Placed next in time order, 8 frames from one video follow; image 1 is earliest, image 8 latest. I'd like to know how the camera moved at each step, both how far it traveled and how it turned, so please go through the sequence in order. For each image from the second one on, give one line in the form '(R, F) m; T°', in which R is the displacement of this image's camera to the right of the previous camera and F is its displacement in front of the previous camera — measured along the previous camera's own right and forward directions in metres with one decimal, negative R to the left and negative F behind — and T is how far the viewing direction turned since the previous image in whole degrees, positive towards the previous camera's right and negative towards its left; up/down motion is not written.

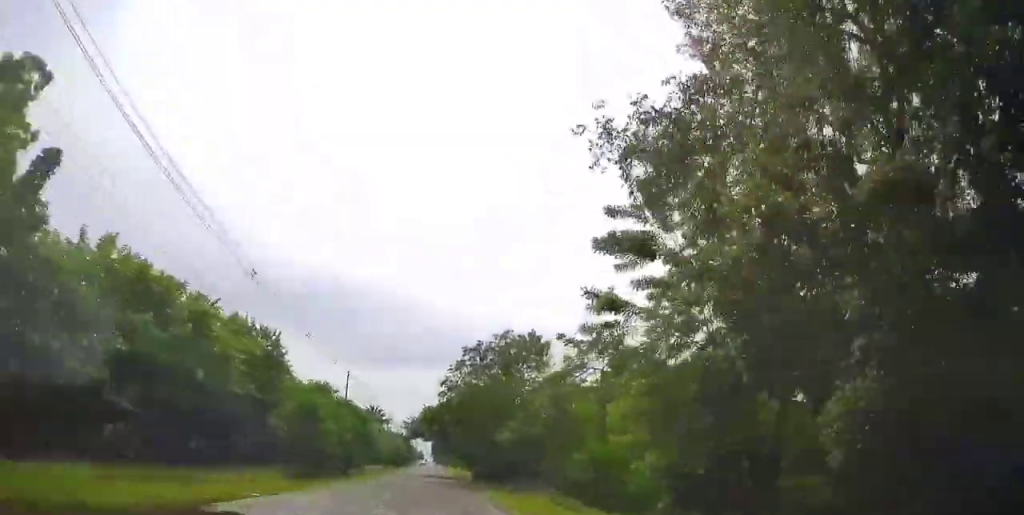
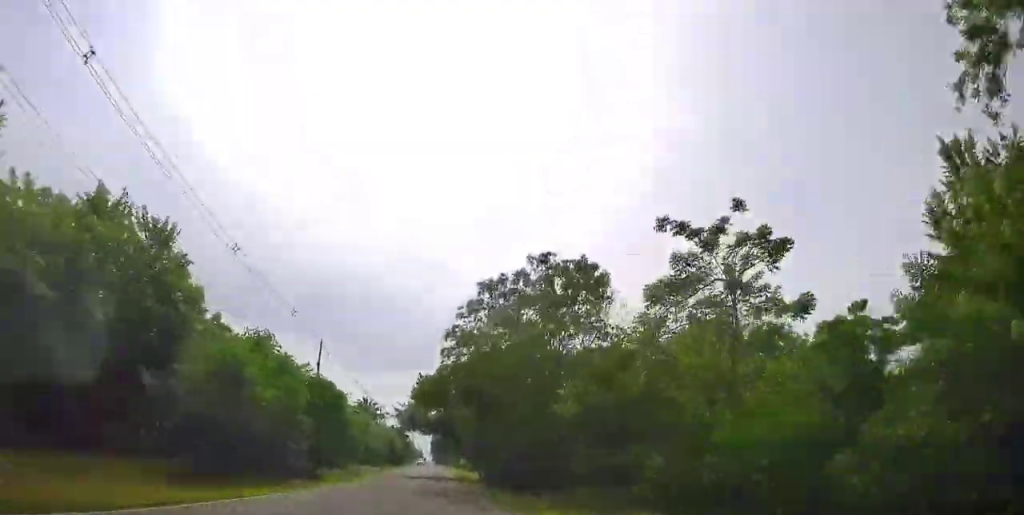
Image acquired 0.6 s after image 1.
(0.0, +15.2) m; 0°
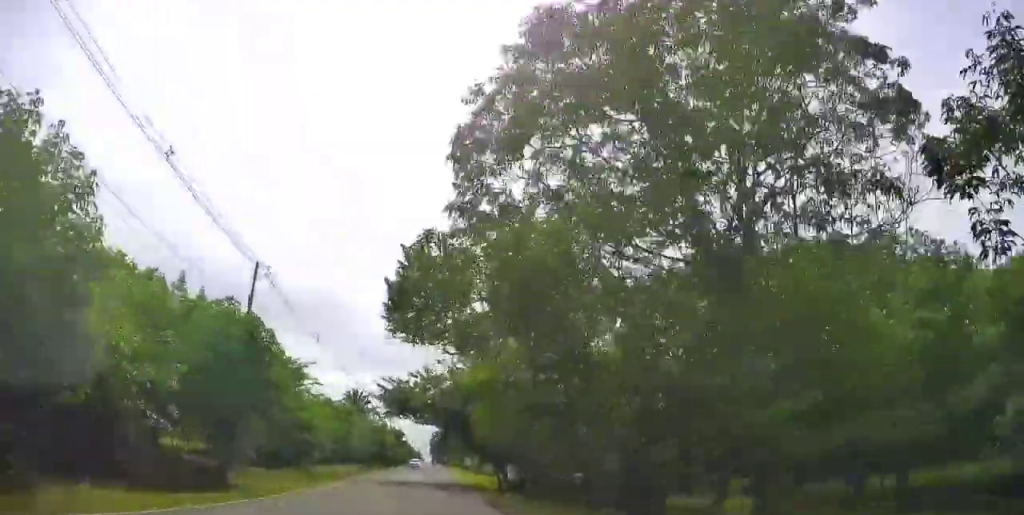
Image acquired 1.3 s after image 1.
(0.0, +18.2) m; +1°
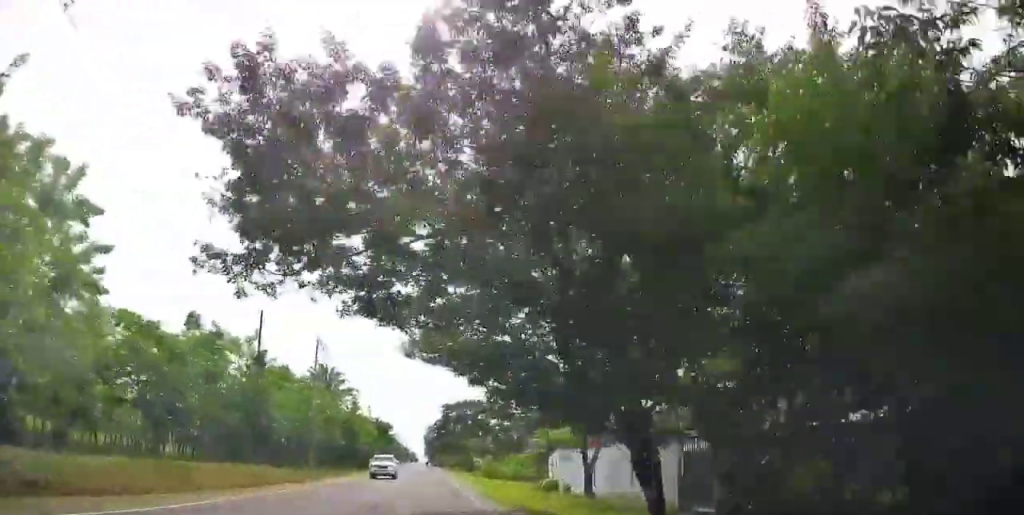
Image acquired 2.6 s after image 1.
(+0.3, +33.4) m; 0°
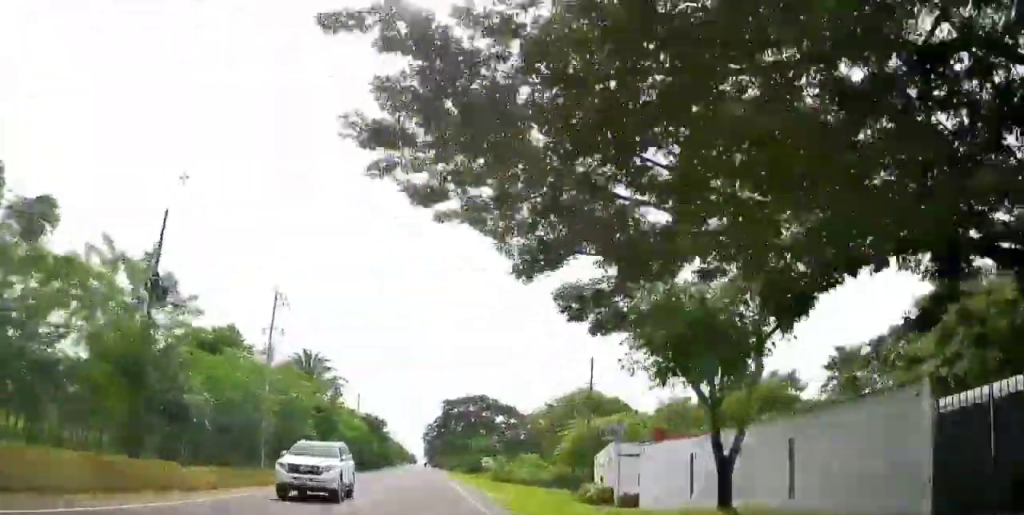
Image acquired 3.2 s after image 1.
(+0.1, +13.2) m; -1°
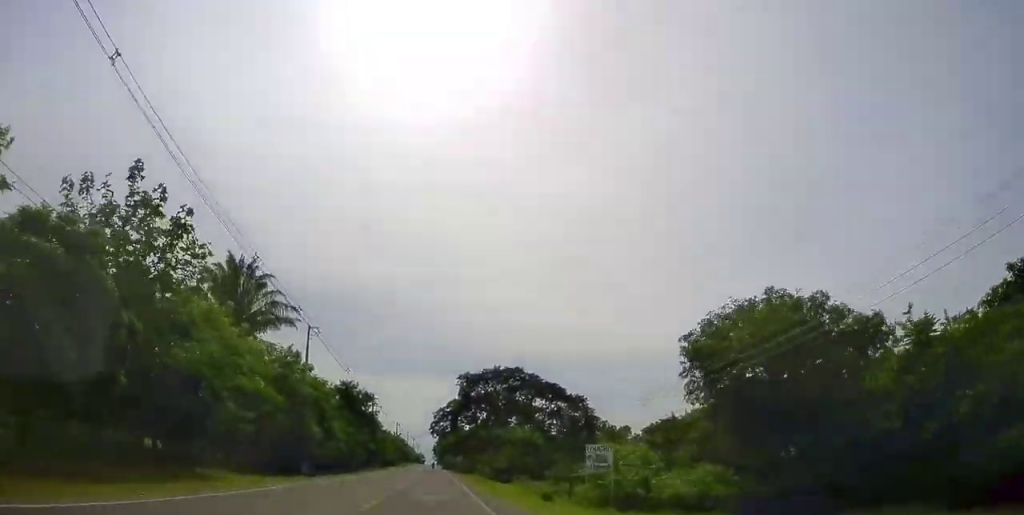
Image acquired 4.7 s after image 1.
(-0.2, +37.4) m; +1°
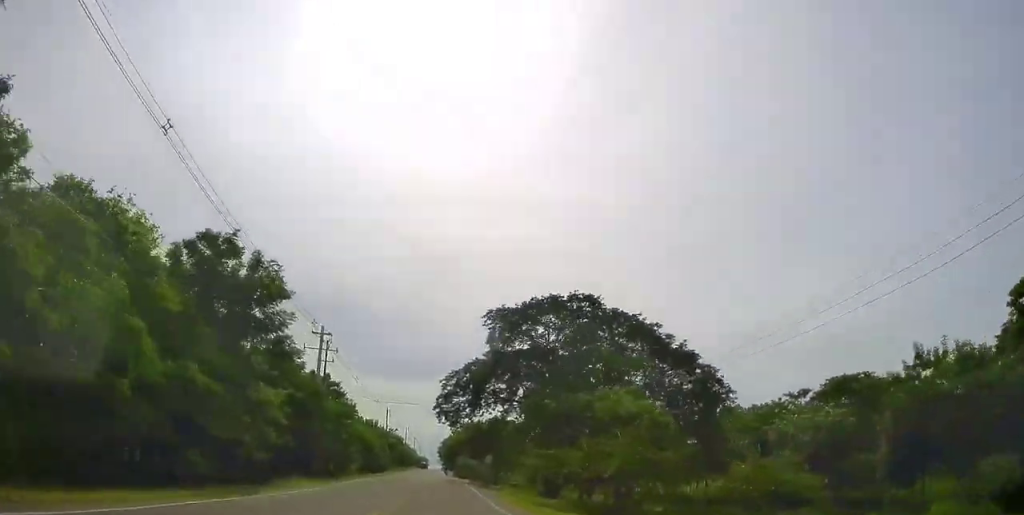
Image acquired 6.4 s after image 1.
(-0.4, +41.2) m; -1°
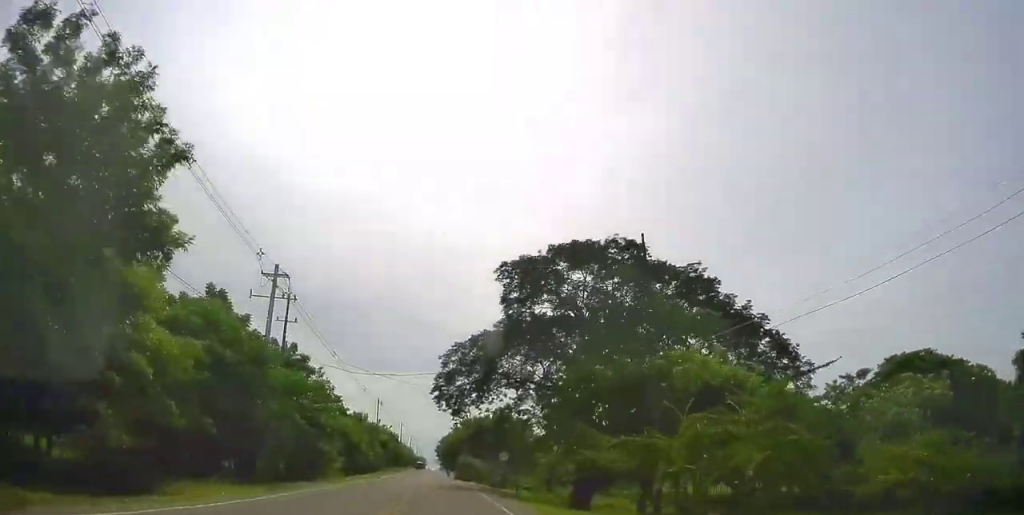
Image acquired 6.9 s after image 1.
(+0.3, +12.5) m; 0°
